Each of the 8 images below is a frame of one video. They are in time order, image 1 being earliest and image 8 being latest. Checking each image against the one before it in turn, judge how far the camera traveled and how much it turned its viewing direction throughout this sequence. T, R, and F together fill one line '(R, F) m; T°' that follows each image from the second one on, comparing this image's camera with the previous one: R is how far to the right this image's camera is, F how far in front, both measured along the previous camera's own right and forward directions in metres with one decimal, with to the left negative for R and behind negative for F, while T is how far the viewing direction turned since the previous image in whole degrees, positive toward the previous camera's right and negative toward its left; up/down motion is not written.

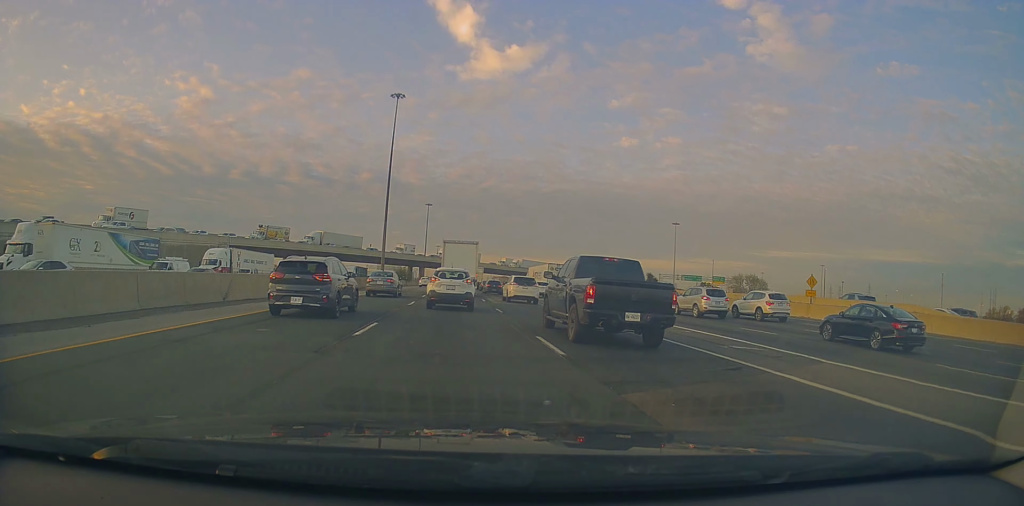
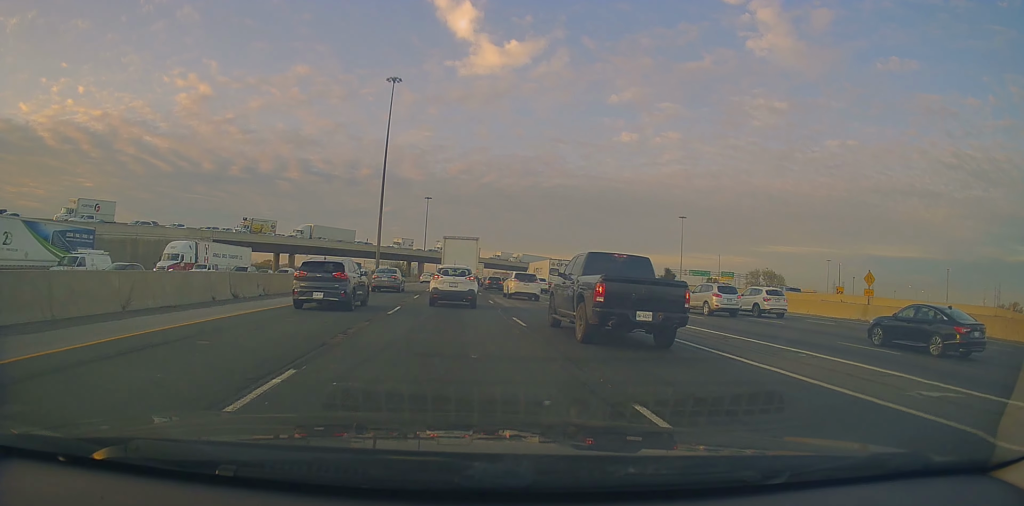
(0.0, +7.0) m; 0°
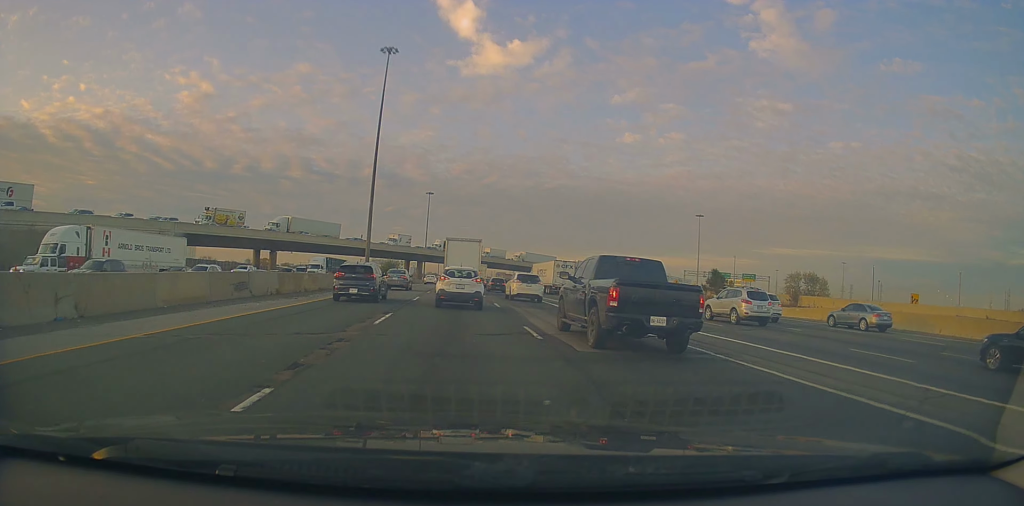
(0.0, +14.2) m; +1°
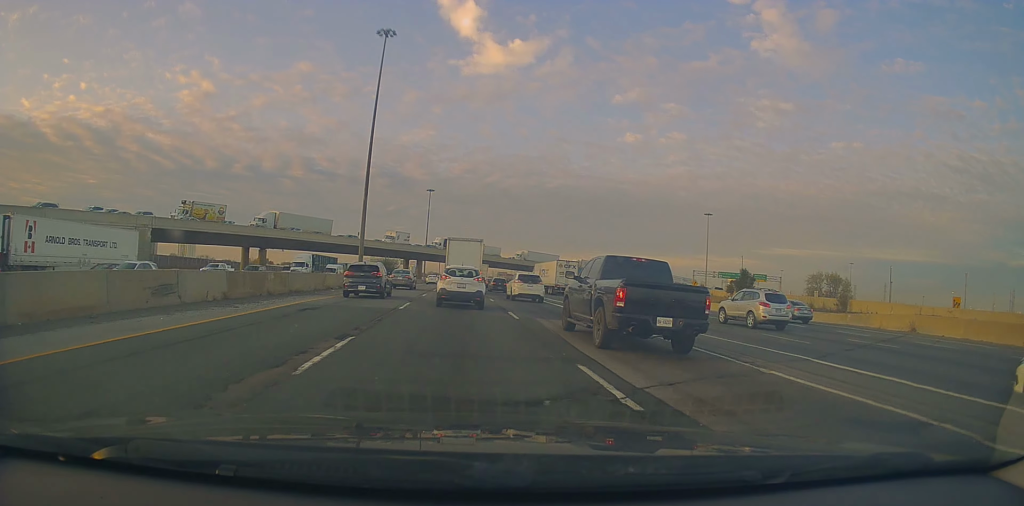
(+0.1, +6.5) m; 0°
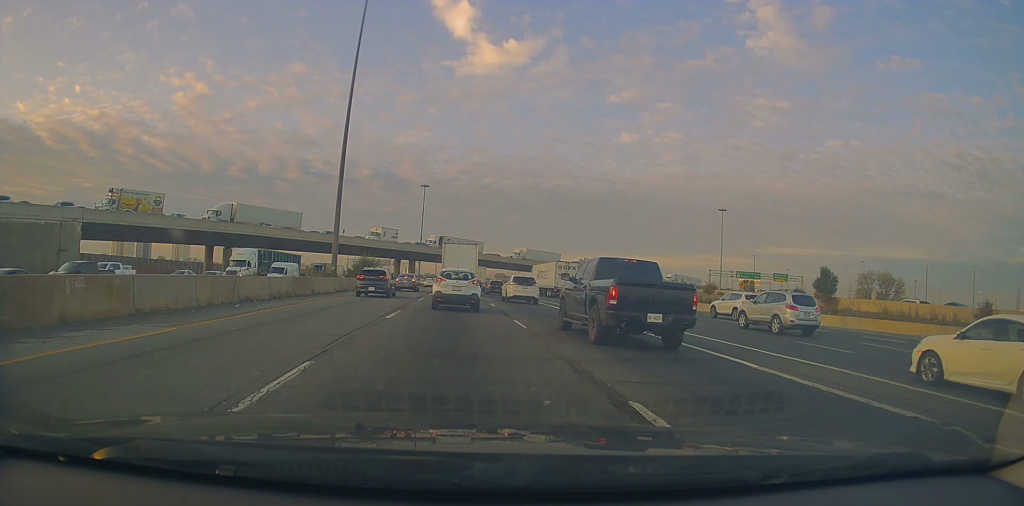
(-0.1, +14.6) m; 0°
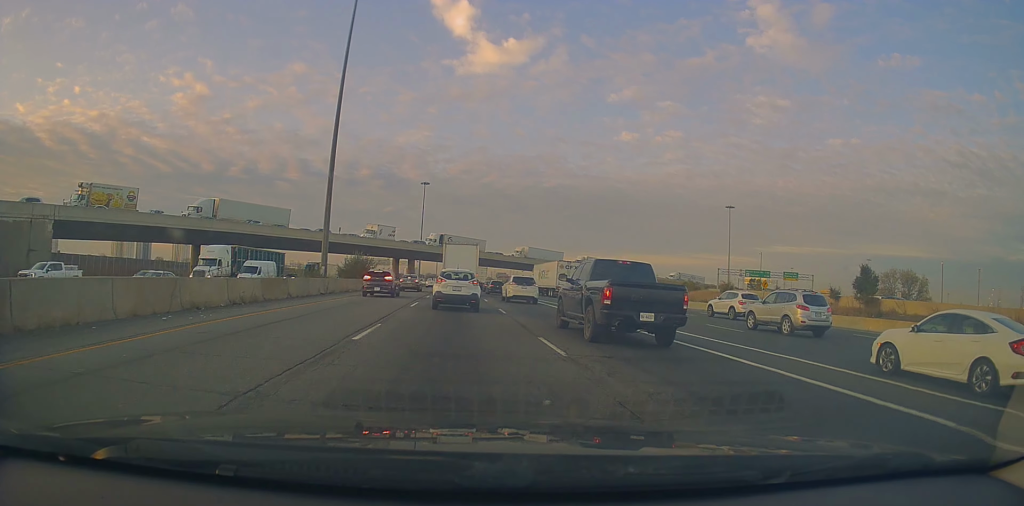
(0.0, +5.3) m; -1°
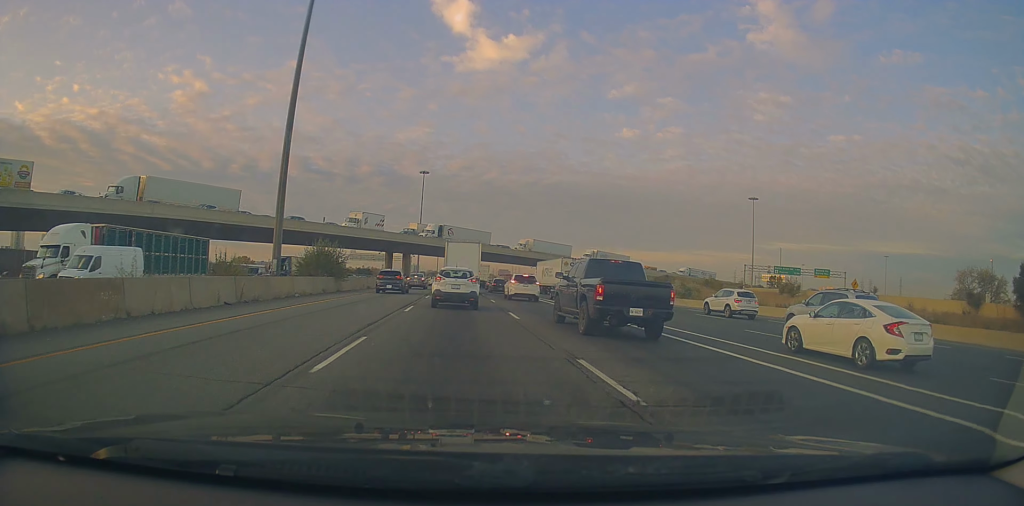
(-0.7, +15.7) m; -4°
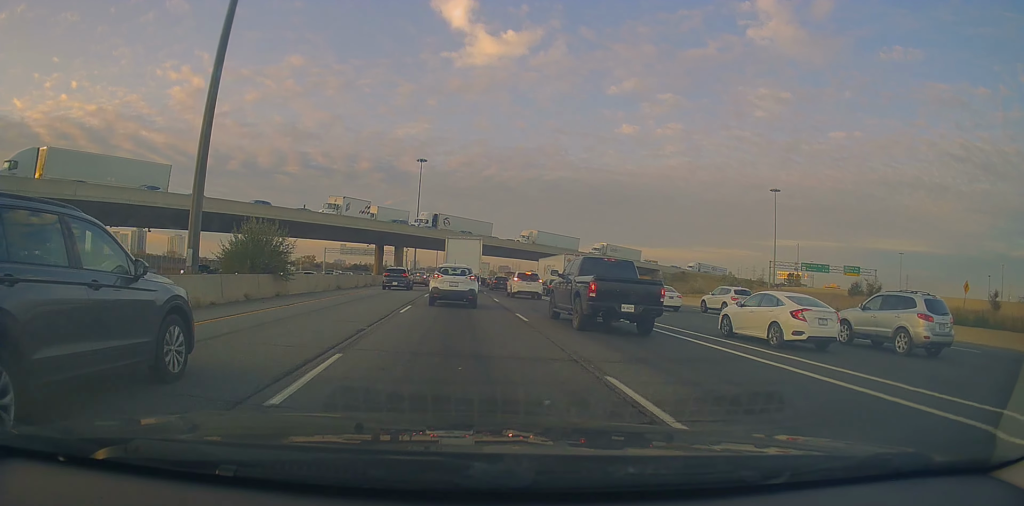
(+0.3, +13.6) m; +4°
